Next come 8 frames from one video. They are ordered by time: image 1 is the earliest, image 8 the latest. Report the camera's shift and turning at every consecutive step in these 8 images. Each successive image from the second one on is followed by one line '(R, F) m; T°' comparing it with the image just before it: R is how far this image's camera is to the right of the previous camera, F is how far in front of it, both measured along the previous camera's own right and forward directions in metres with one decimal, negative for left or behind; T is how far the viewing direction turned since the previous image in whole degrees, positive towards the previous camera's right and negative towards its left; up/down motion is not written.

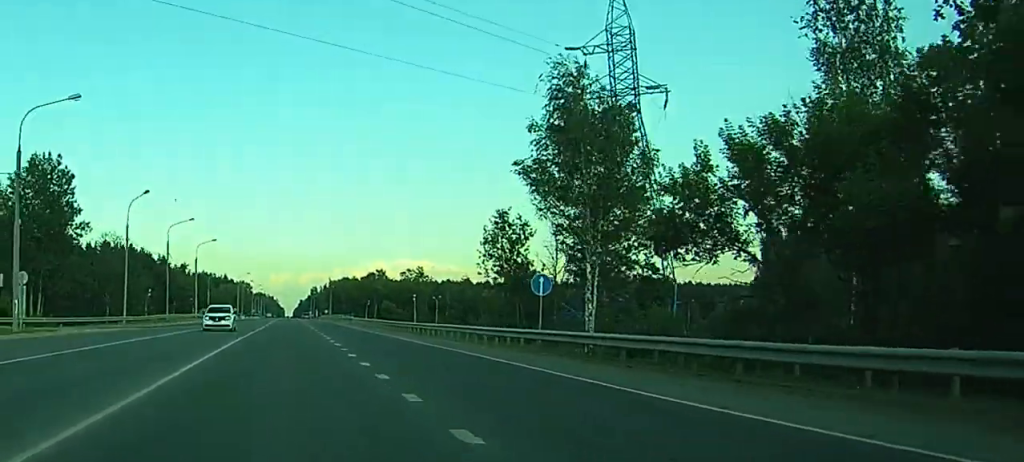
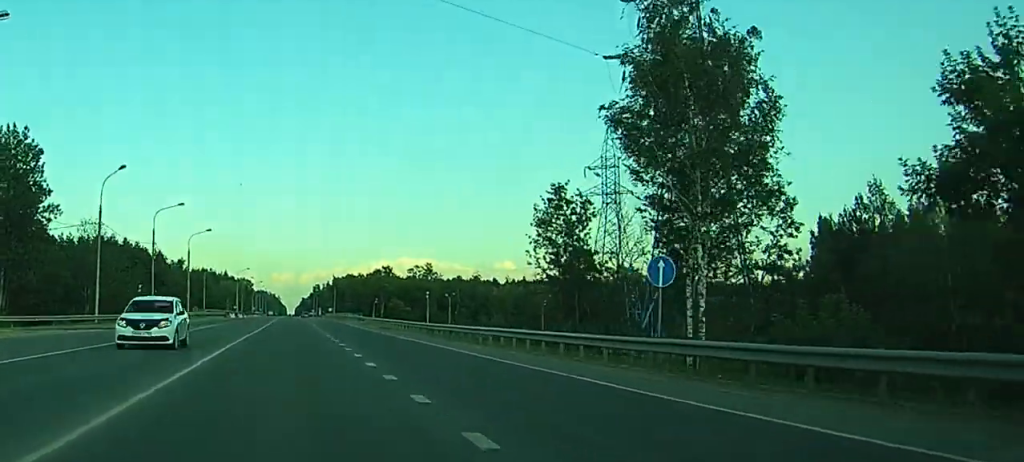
(0.0, +12.5) m; +1°
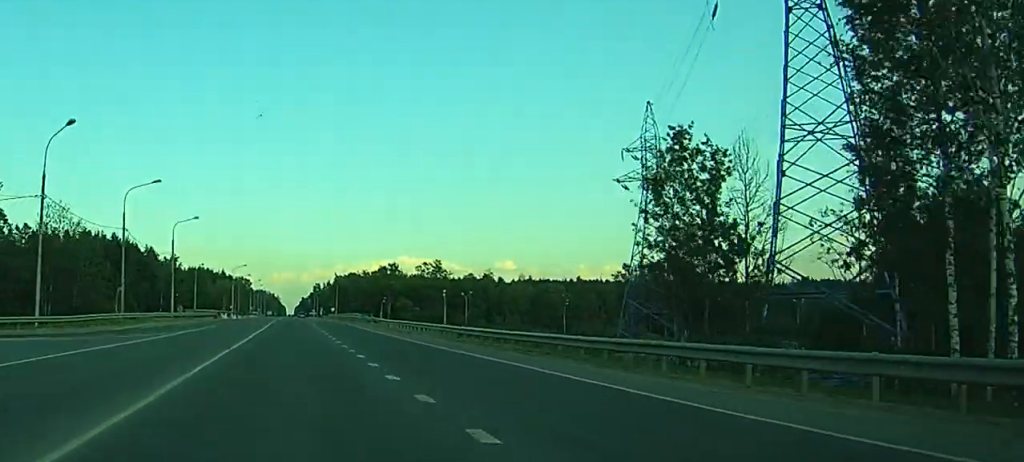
(+0.3, +15.9) m; 0°
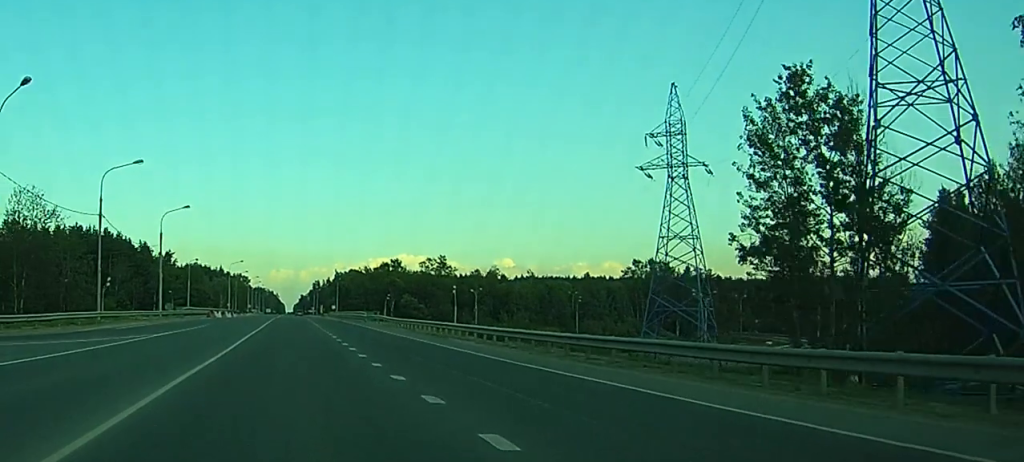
(+0.2, +8.7) m; 0°
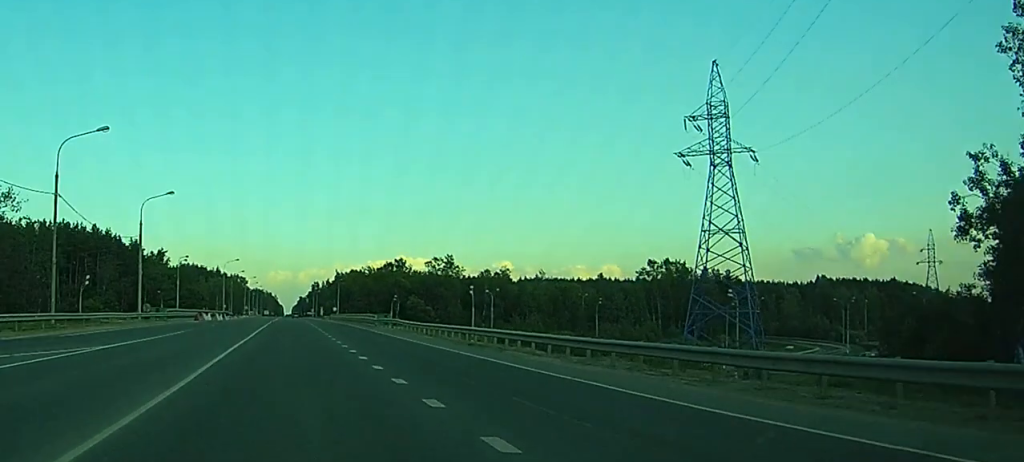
(-0.2, +12.0) m; -1°
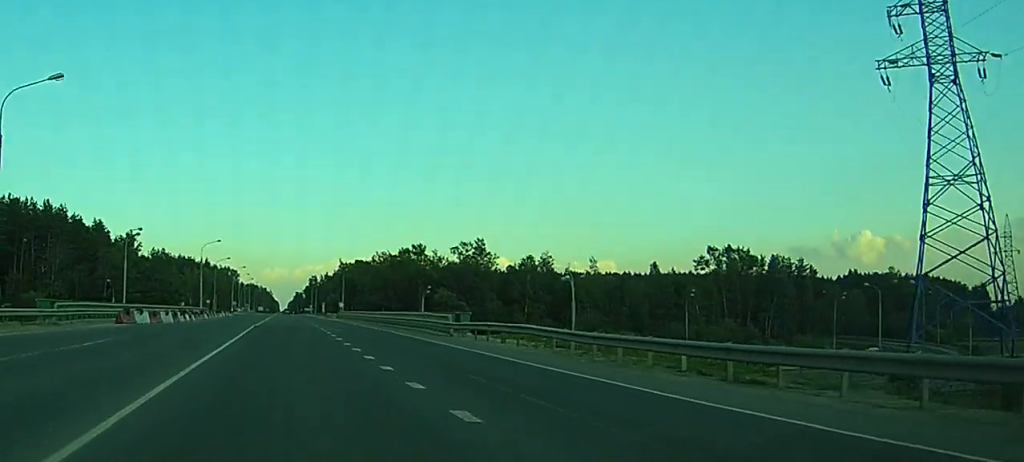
(-0.9, +37.8) m; -2°
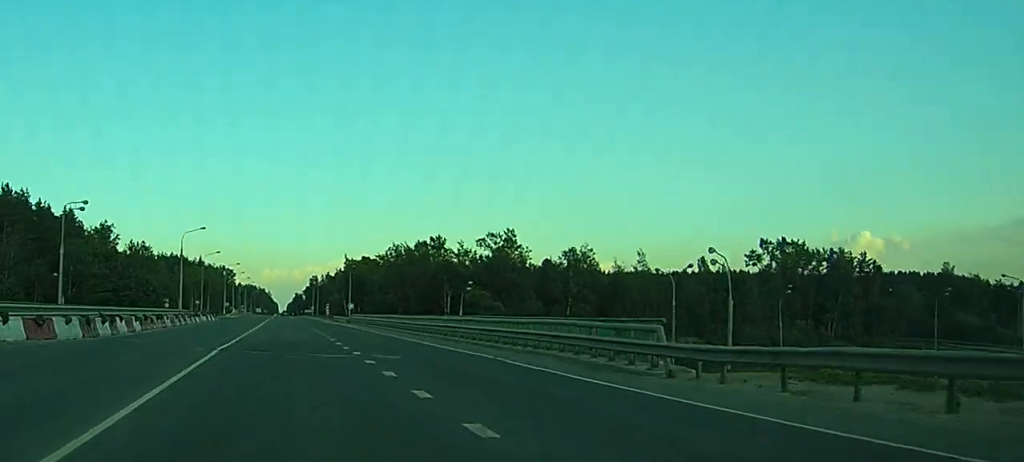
(-0.1, +24.1) m; +1°
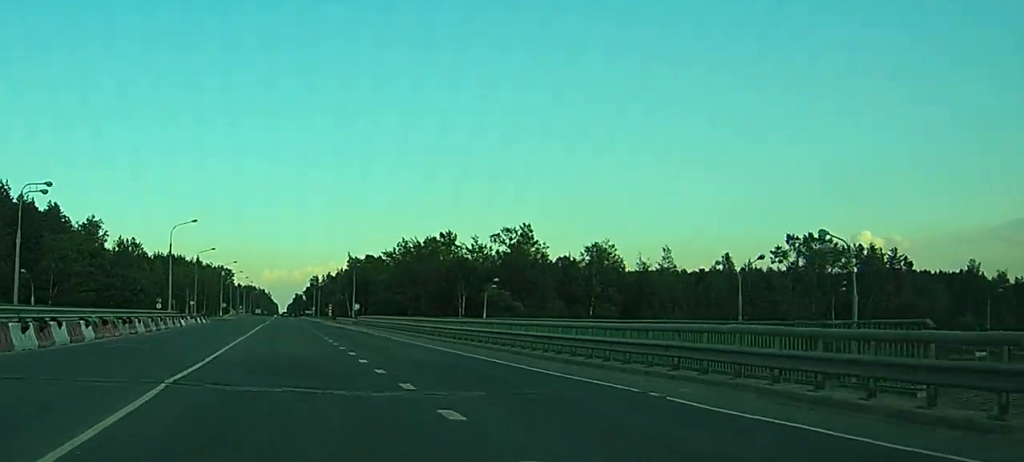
(0.0, +10.3) m; 0°
